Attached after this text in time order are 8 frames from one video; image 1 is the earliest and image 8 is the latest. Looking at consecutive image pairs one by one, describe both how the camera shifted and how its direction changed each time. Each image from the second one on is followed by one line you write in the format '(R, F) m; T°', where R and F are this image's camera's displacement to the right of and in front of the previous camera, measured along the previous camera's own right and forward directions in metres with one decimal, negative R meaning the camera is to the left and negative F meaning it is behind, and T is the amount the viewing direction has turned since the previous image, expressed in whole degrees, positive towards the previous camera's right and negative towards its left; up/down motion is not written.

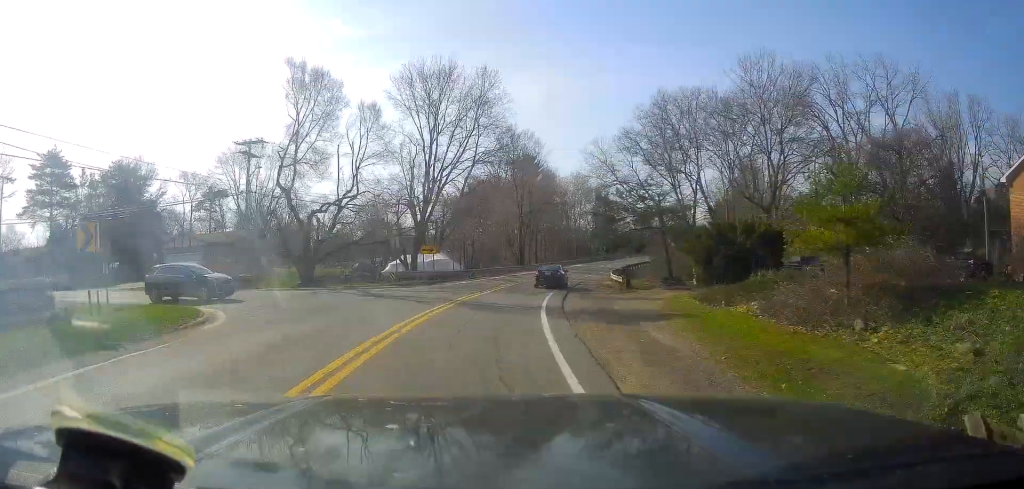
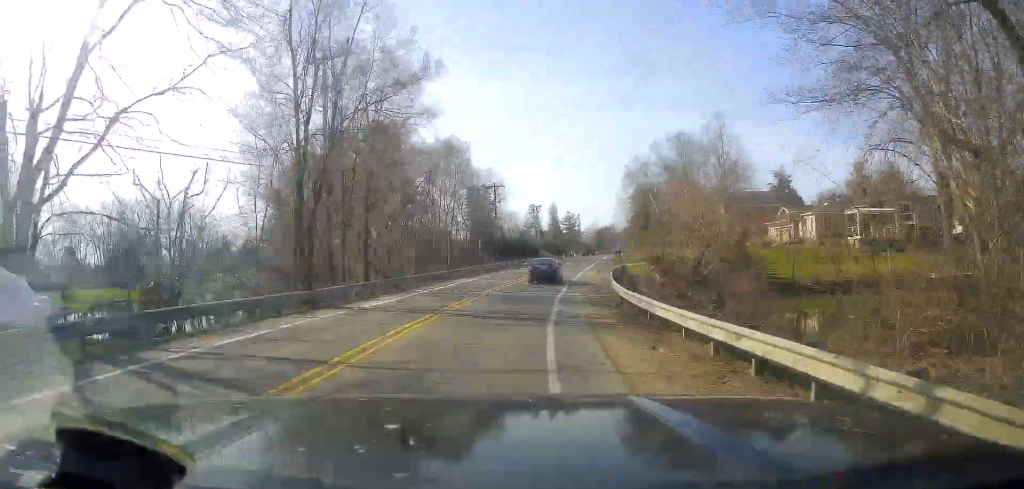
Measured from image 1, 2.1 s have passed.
(+3.0, +43.8) m; +11°
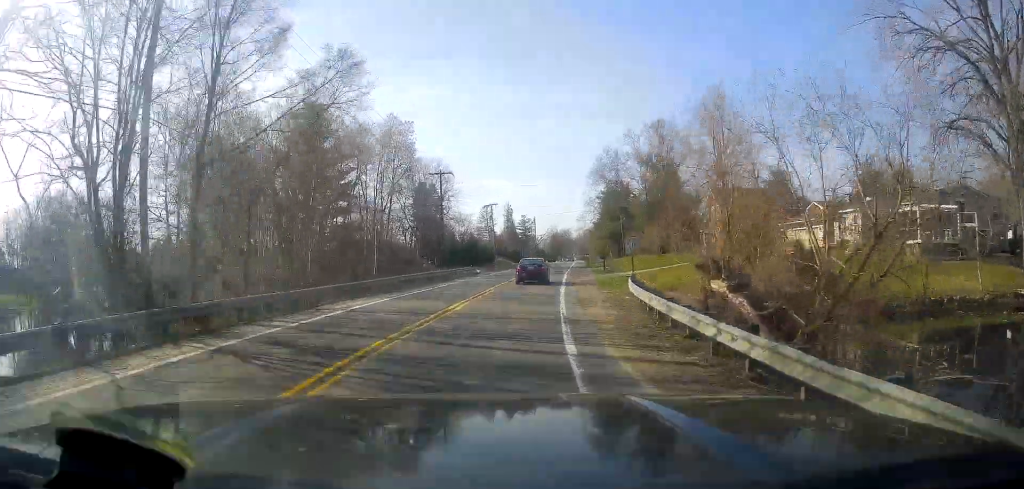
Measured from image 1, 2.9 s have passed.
(+1.0, +15.6) m; +5°
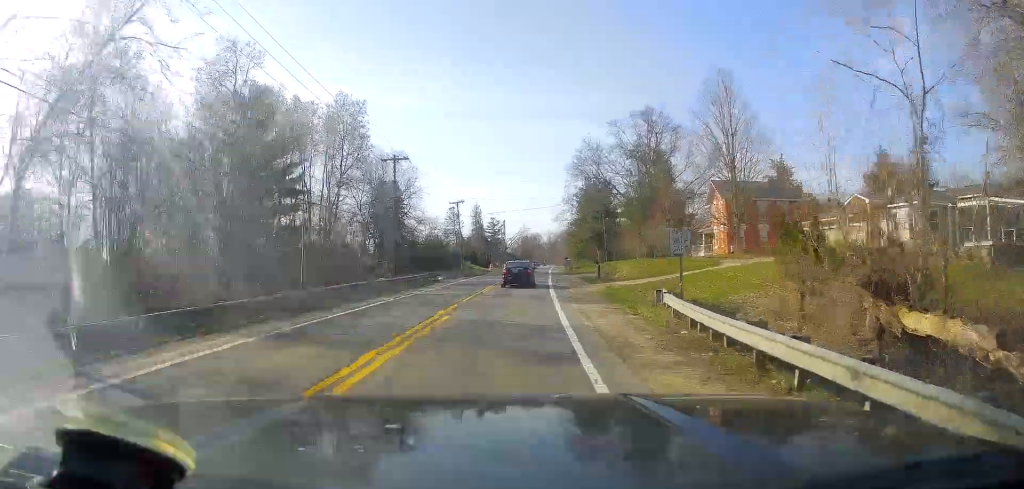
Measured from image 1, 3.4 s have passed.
(+0.3, +10.9) m; +4°
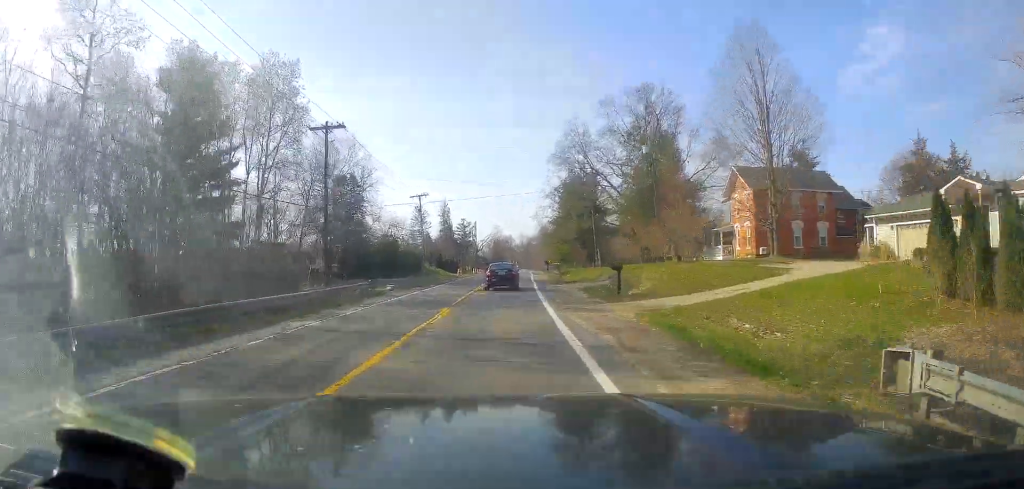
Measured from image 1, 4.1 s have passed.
(+0.5, +13.7) m; +3°
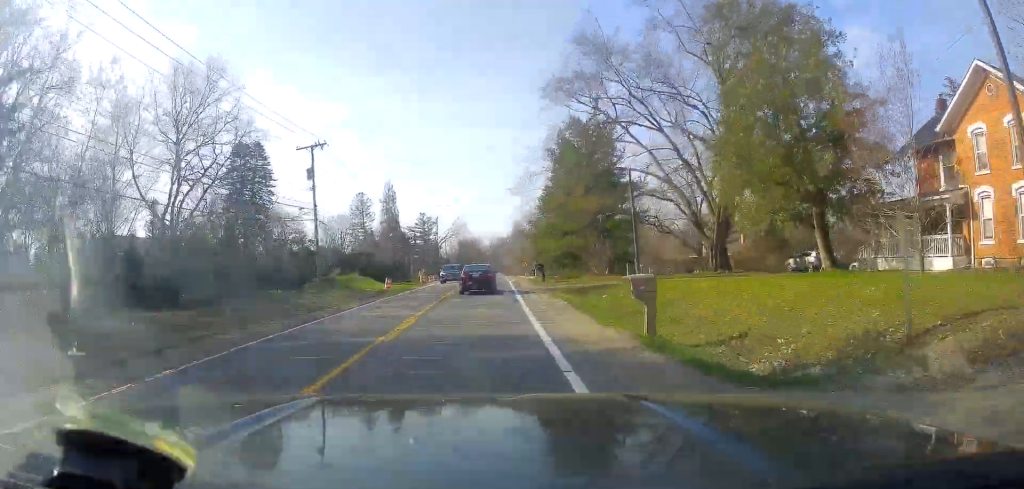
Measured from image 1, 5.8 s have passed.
(+2.0, +33.6) m; +4°
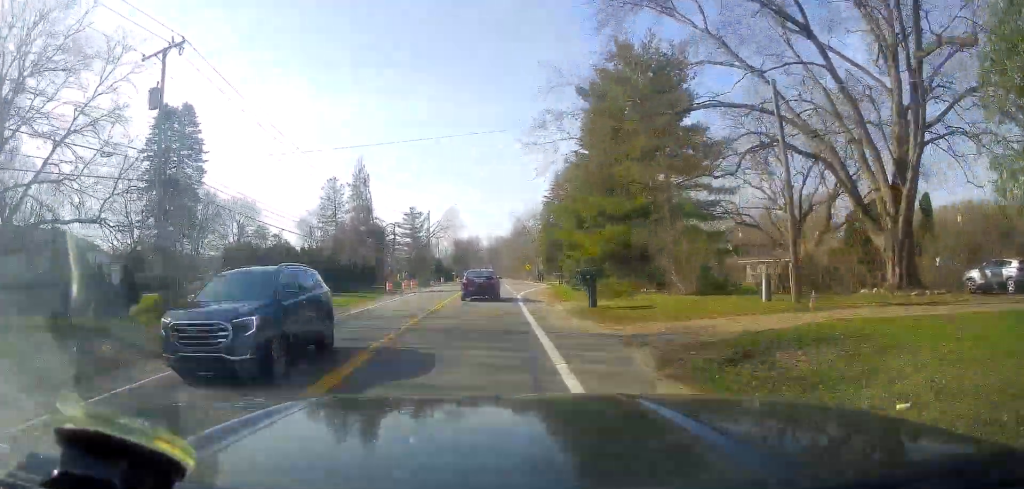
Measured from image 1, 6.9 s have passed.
(-0.2, +20.2) m; -1°
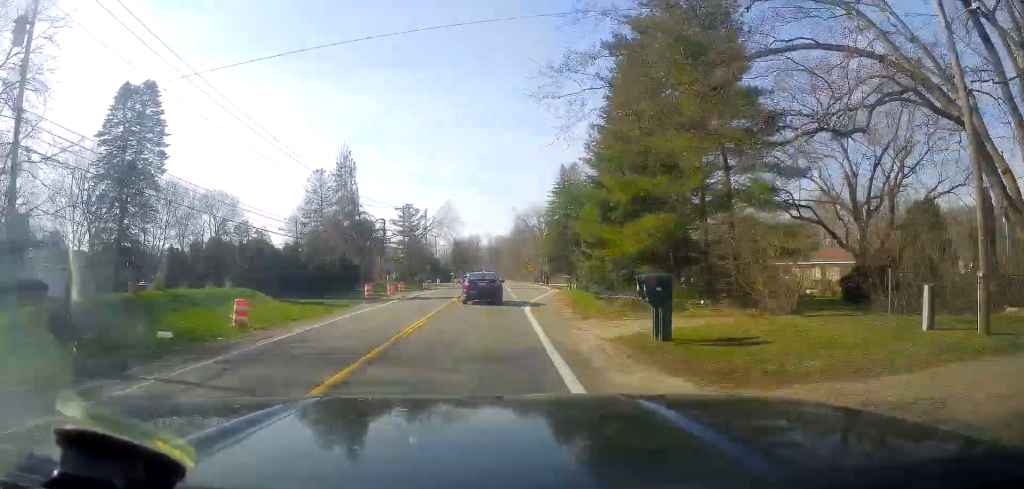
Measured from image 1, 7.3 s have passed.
(-0.3, +8.1) m; -1°
